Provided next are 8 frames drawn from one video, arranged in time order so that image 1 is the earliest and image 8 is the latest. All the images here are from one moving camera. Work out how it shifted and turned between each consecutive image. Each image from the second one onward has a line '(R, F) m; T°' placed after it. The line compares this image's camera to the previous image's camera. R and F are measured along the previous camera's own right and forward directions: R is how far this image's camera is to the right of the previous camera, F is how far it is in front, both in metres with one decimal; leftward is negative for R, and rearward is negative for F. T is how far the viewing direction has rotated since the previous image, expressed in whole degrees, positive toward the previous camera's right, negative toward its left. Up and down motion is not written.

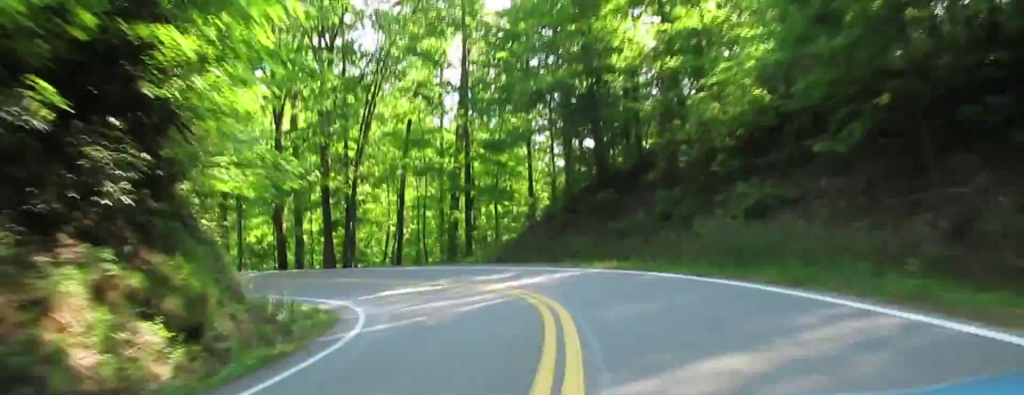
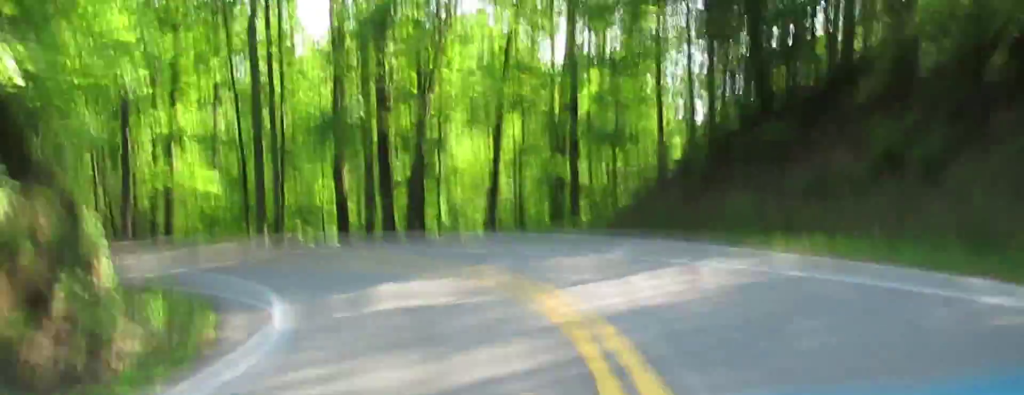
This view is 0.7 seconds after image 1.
(-6.1, +13.7) m; -14°
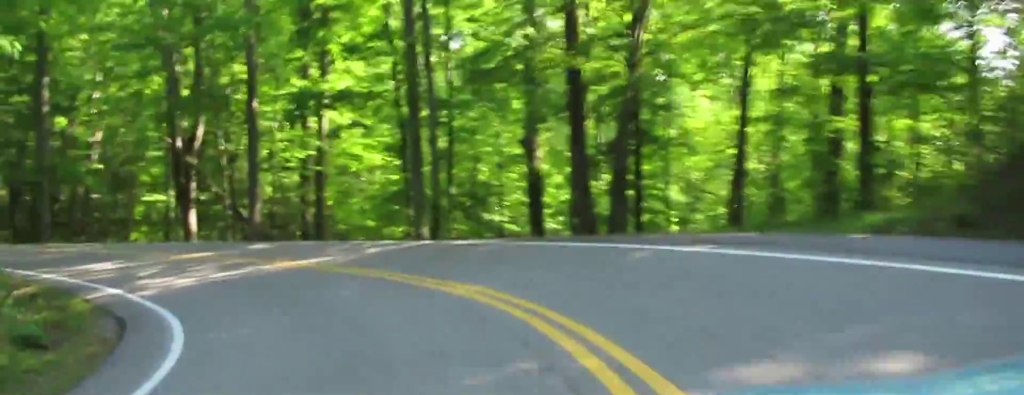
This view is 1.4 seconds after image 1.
(-1.9, +15.8) m; -2°
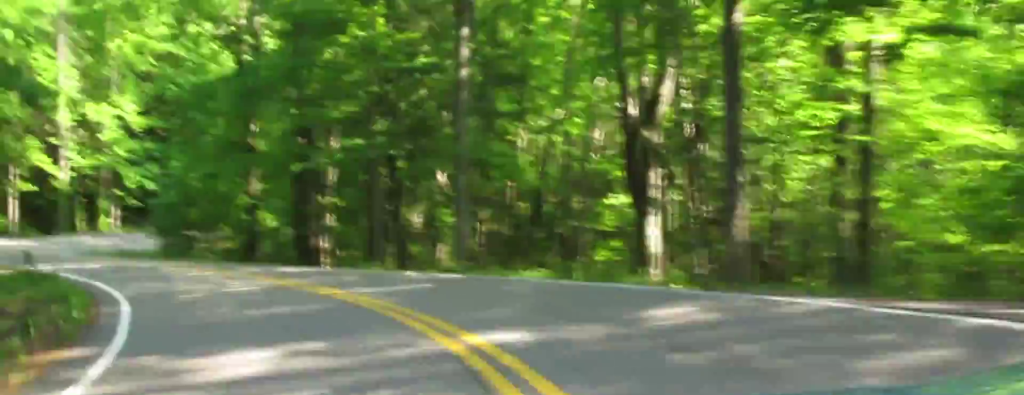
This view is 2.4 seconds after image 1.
(+2.1, +20.3) m; +12°
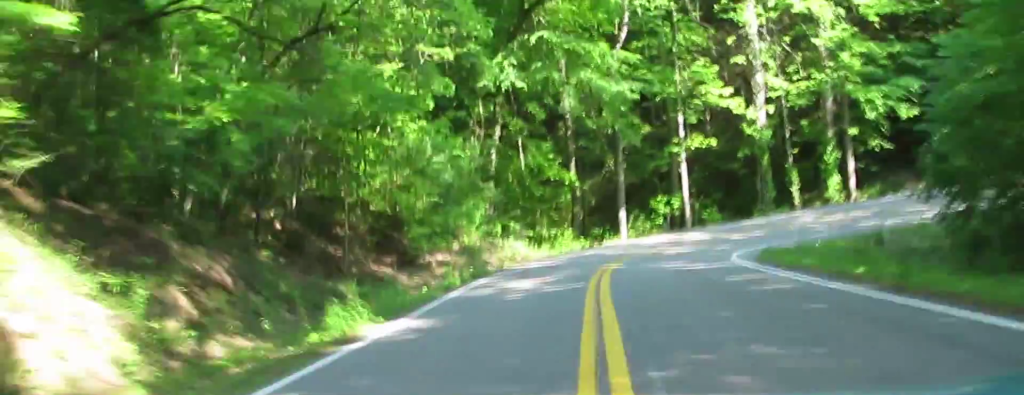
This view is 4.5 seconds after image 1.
(+7.2, +34.0) m; +38°
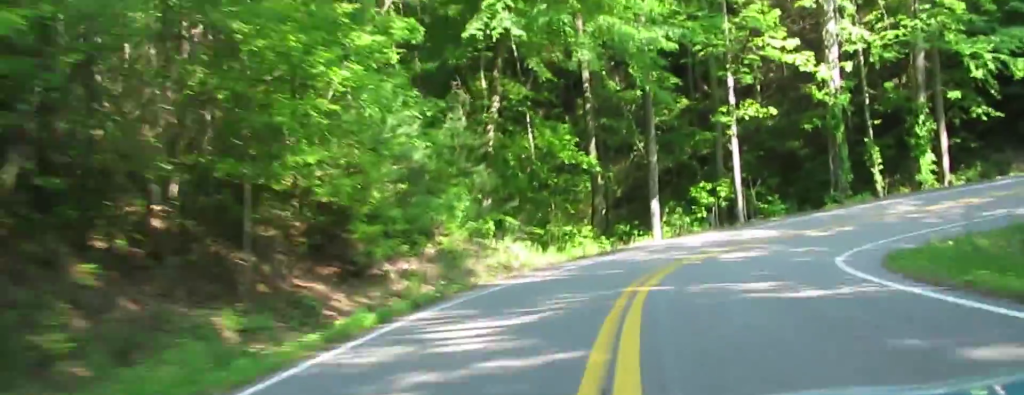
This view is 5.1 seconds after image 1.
(-0.8, +7.4) m; +20°
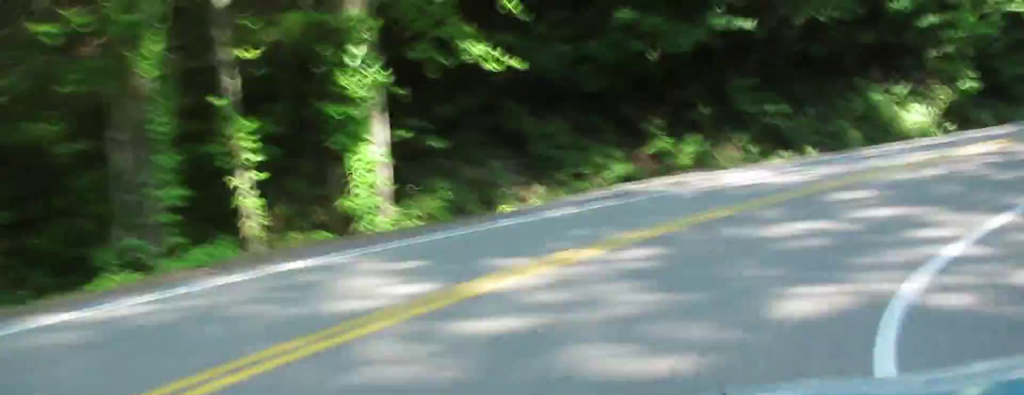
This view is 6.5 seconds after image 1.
(+10.4, +17.4) m; +21°
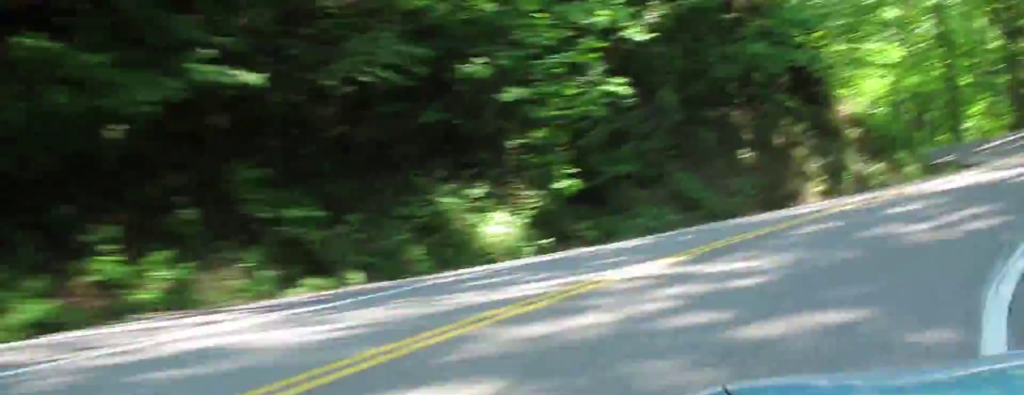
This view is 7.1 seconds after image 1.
(+0.7, +7.7) m; -10°
